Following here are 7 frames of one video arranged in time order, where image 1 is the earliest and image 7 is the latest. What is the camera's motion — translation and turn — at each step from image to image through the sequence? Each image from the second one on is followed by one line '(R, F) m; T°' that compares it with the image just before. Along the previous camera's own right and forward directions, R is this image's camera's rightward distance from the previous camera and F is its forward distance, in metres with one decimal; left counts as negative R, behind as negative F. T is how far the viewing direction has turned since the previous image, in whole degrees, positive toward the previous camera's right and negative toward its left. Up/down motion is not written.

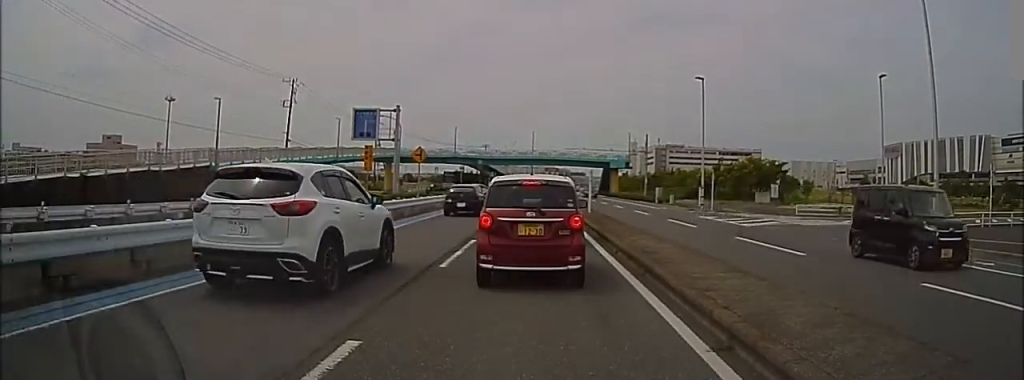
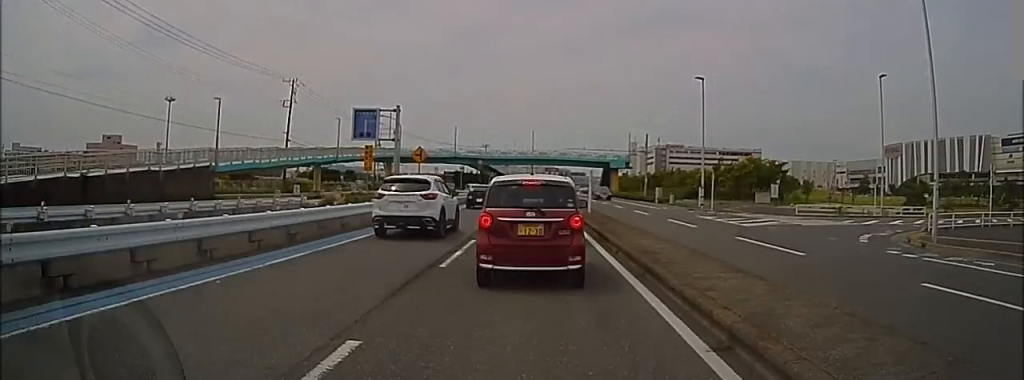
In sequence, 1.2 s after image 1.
(0.0, 0.0) m; 0°
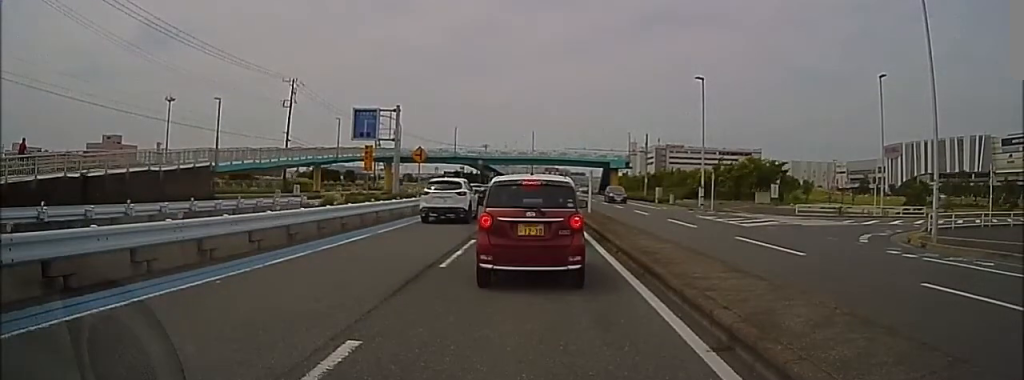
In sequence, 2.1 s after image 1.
(0.0, 0.0) m; 0°
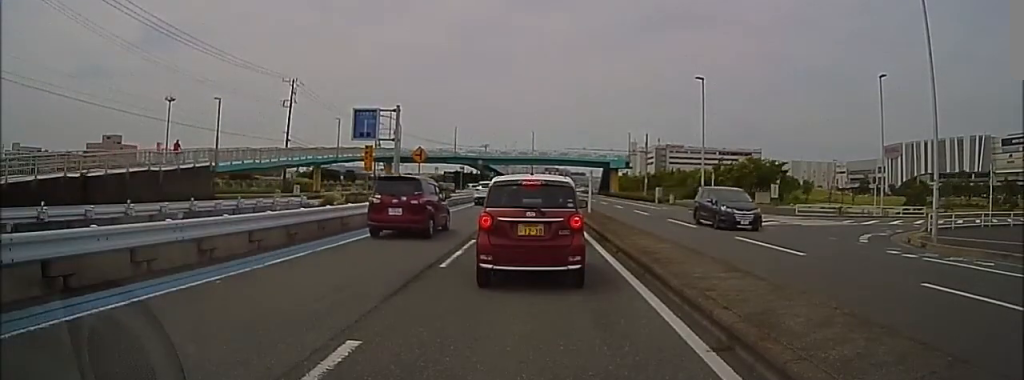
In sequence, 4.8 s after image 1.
(0.0, 0.0) m; 0°
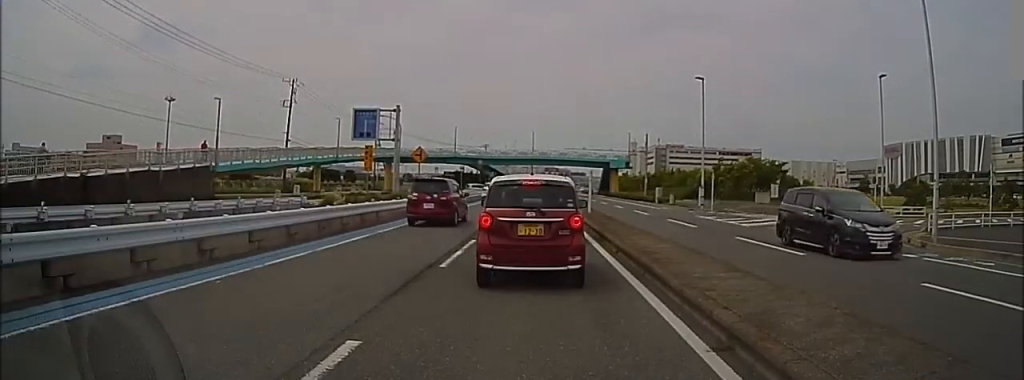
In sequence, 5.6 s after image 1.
(0.0, 0.0) m; 0°
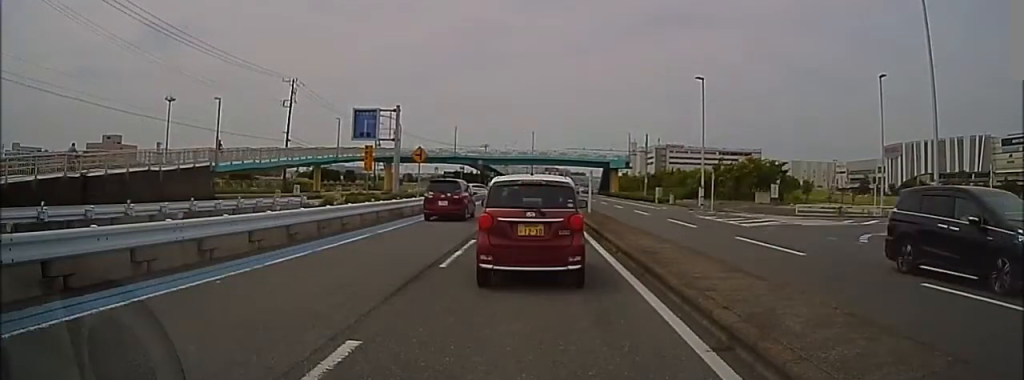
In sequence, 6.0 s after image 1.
(0.0, 0.0) m; 0°
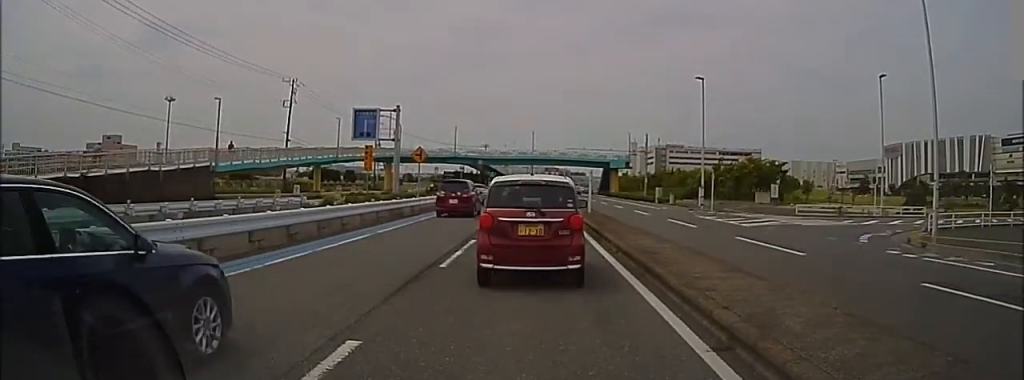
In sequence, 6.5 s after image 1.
(0.0, 0.0) m; 0°
